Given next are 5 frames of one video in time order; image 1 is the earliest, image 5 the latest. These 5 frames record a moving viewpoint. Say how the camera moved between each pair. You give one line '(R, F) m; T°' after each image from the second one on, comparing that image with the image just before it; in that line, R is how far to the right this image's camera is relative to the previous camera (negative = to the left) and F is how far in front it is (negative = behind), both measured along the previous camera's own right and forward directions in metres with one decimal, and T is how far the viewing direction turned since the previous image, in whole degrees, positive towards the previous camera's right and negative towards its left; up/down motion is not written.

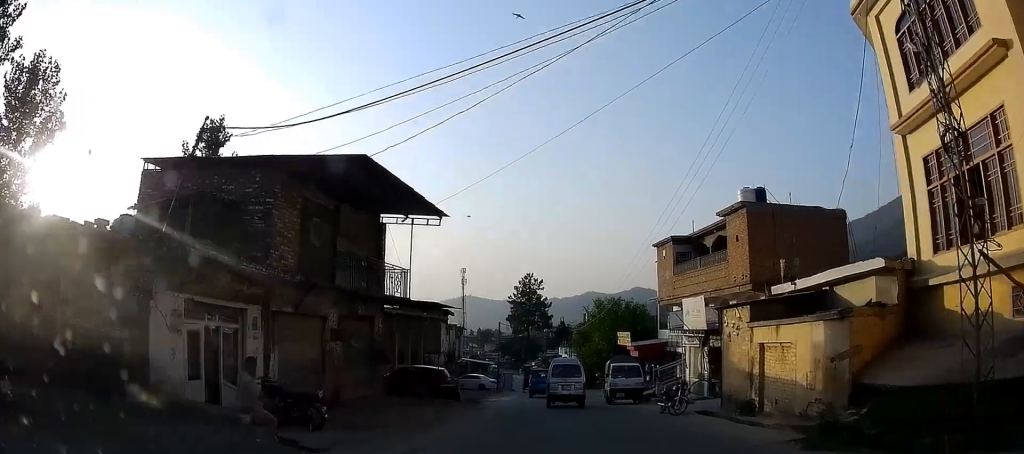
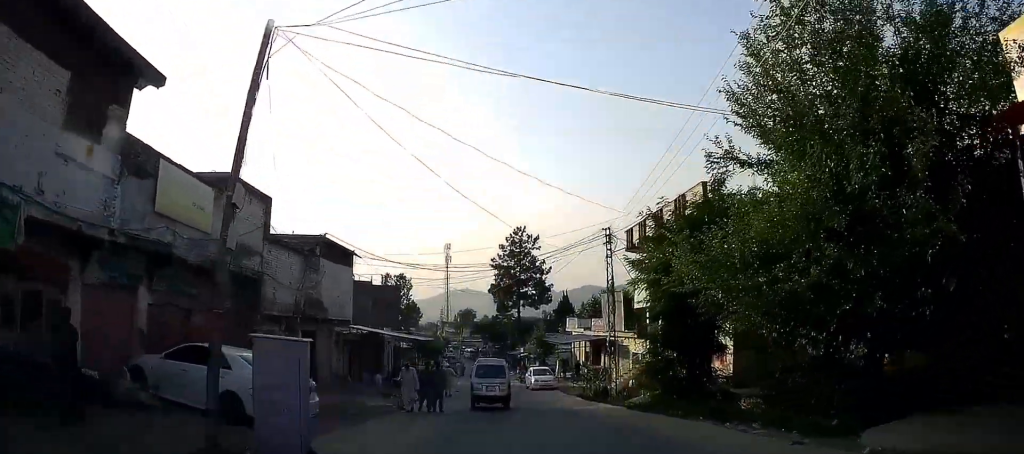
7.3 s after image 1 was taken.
(-0.1, +41.2) m; -2°
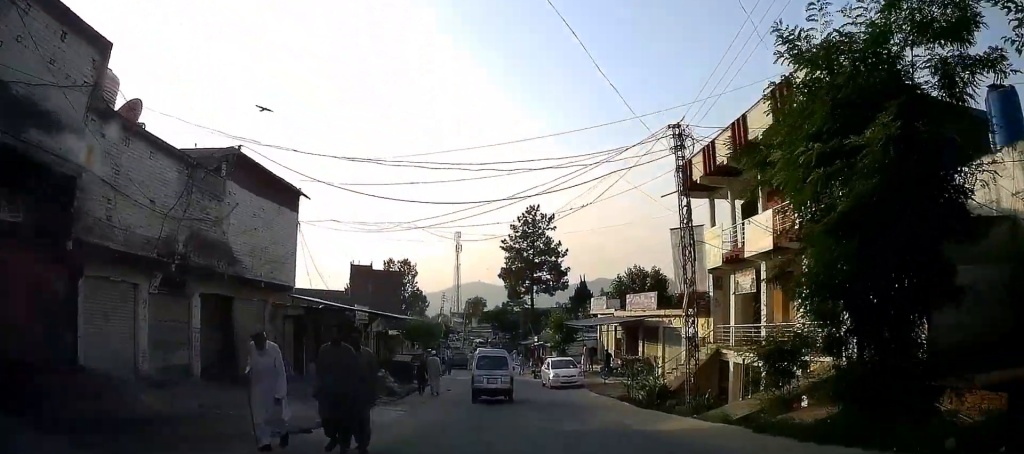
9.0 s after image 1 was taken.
(-0.1, +9.7) m; 0°
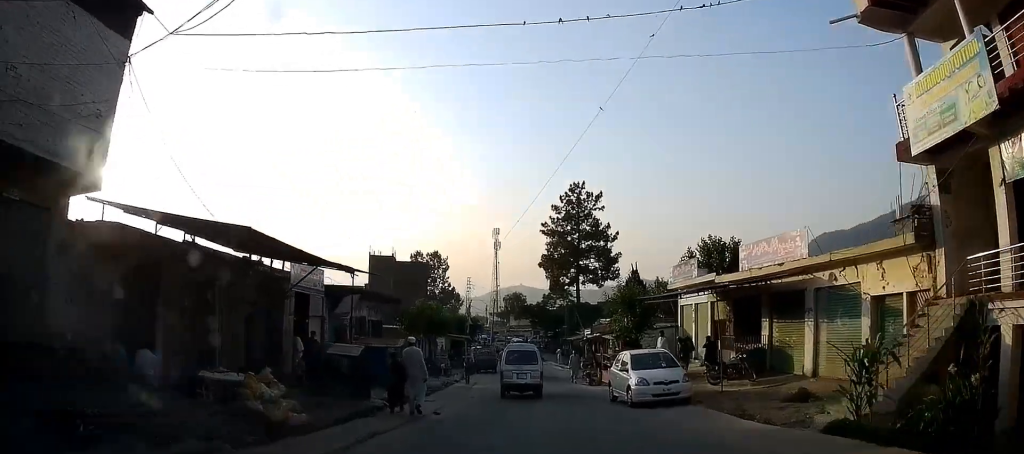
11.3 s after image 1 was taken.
(0.0, +13.4) m; -3°
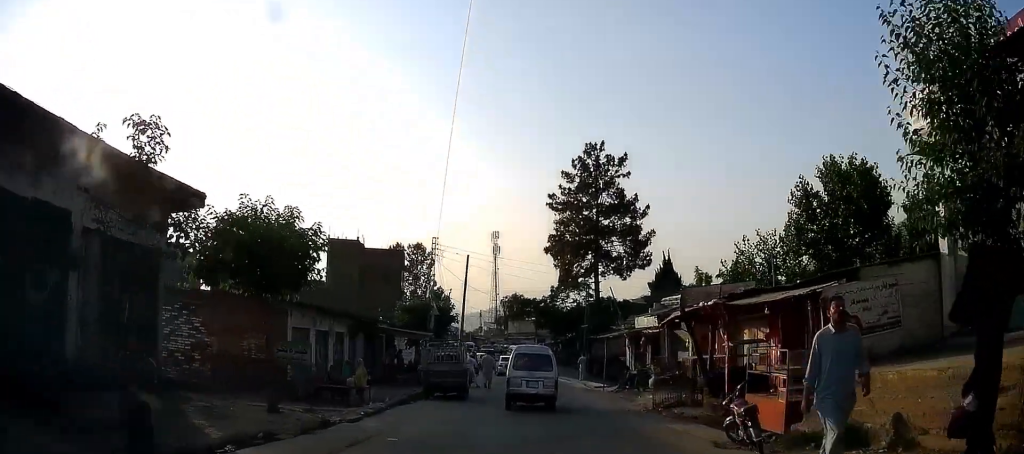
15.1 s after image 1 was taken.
(-0.3, +20.8) m; -1°
